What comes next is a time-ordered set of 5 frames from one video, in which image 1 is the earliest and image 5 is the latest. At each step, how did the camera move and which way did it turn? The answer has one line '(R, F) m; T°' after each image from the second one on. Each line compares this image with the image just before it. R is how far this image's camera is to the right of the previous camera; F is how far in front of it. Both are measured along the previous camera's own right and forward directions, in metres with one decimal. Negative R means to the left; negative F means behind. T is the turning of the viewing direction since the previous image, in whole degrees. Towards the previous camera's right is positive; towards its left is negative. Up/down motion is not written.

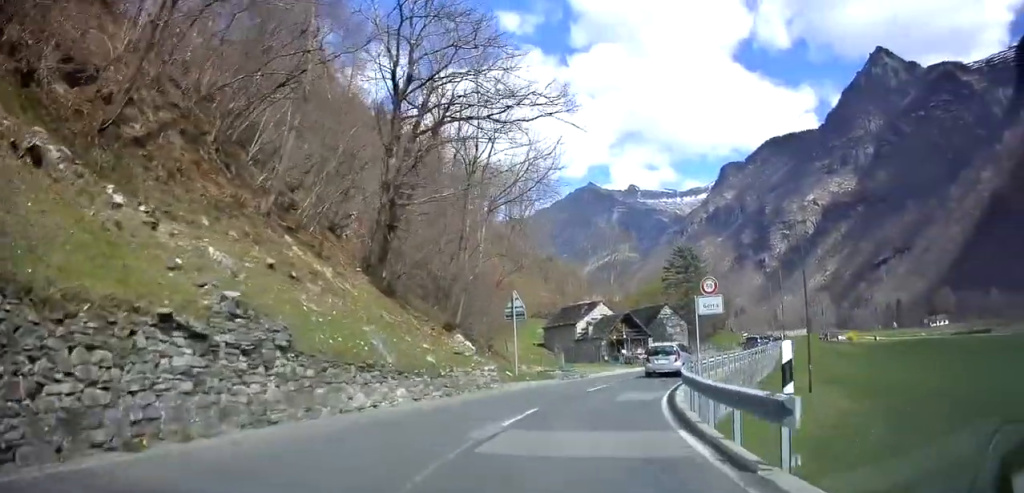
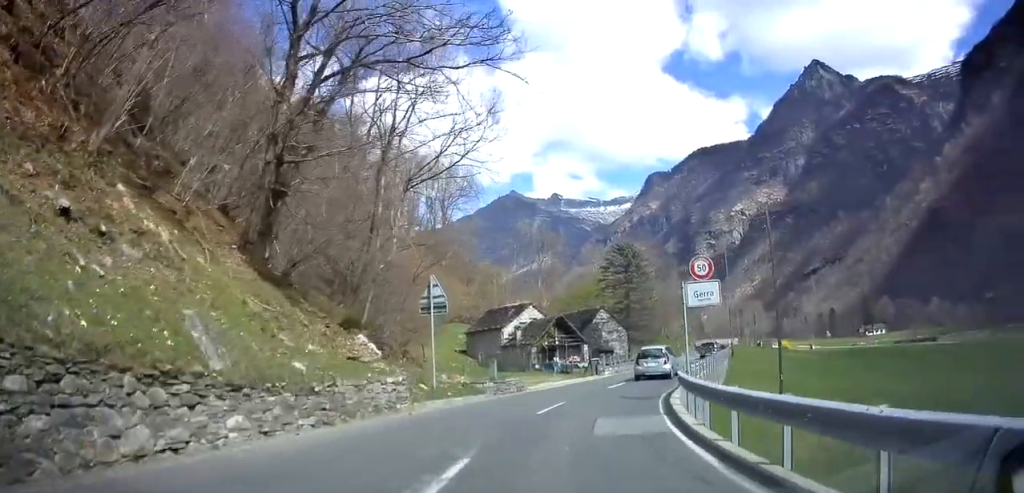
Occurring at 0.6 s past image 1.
(+0.4, +5.9) m; +7°
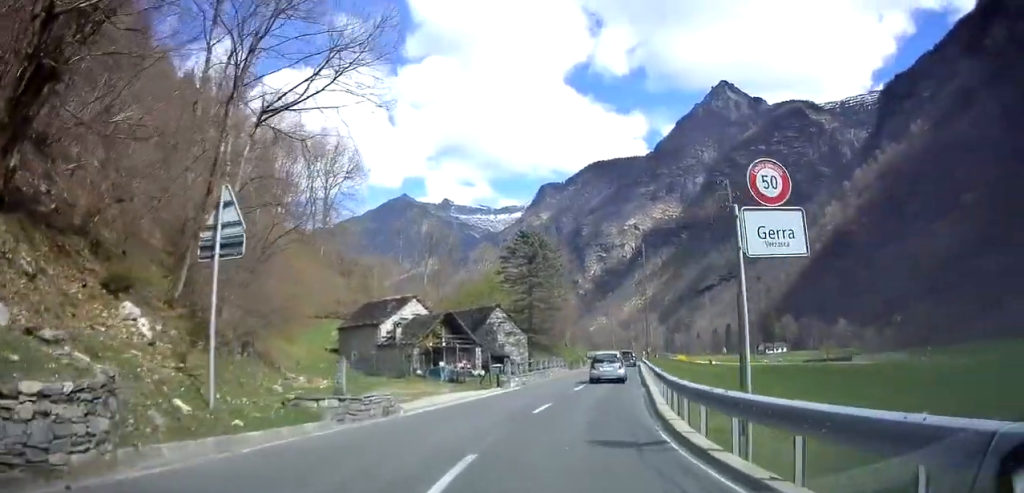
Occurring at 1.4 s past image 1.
(+0.9, +9.2) m; +11°
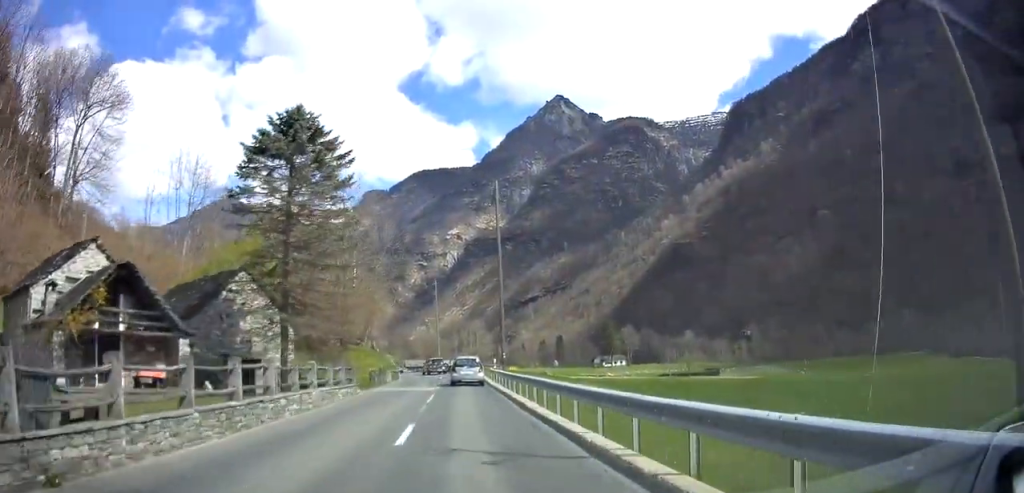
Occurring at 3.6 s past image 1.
(+4.4, +24.4) m; +18°
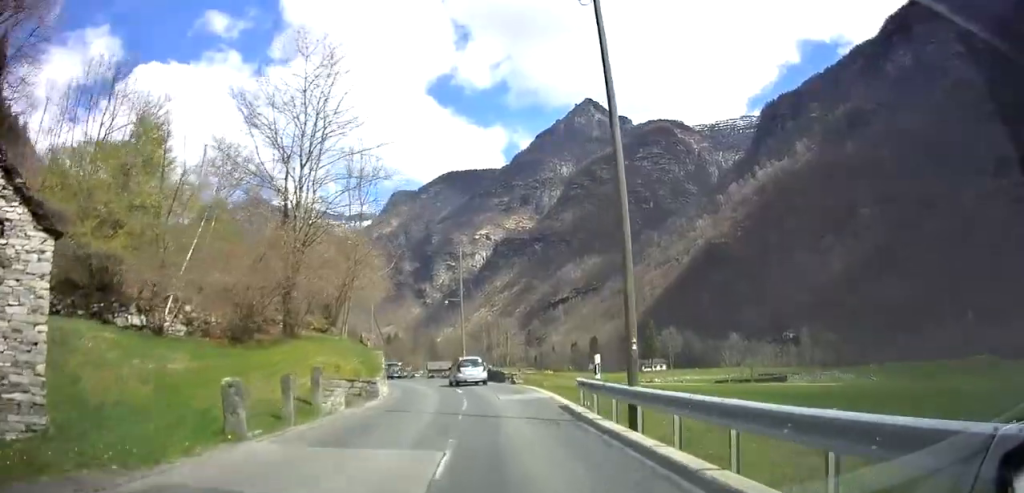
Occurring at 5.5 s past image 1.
(+1.6, +22.9) m; +5°
